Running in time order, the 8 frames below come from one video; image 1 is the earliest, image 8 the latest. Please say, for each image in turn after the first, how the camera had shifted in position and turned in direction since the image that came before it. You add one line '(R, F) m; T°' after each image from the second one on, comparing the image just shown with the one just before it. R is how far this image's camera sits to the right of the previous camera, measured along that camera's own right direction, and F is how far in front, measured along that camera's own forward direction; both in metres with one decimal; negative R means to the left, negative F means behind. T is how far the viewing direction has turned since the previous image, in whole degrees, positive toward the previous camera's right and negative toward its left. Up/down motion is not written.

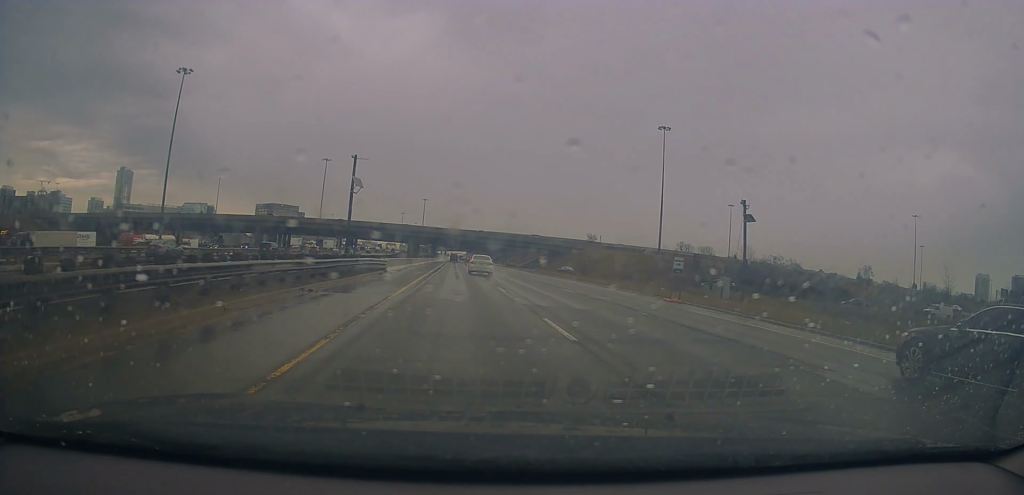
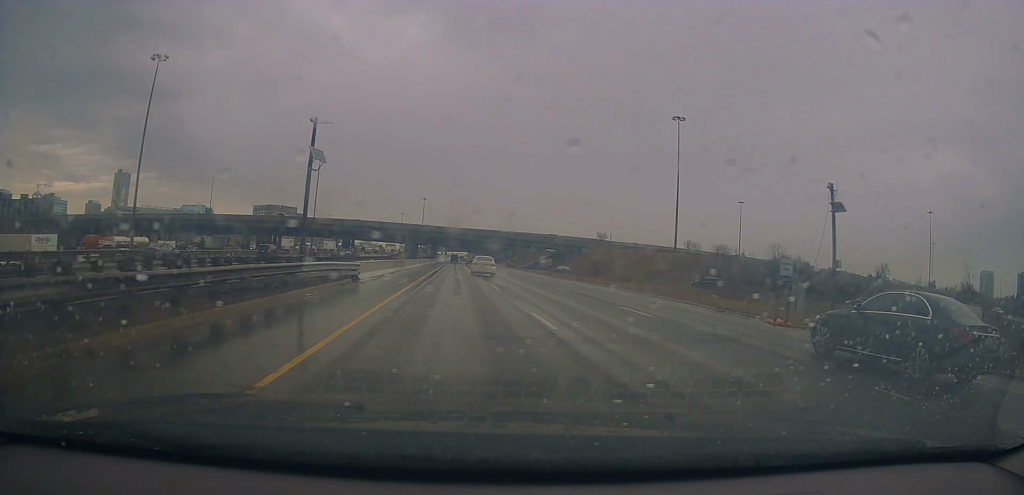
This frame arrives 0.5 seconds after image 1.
(-0.1, +10.7) m; 0°
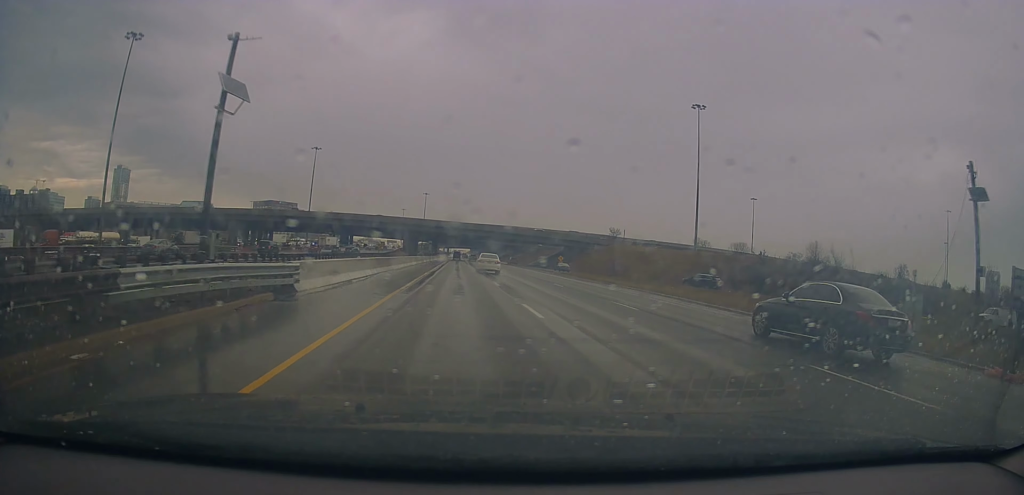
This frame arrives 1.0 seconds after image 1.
(+0.3, +10.7) m; -1°
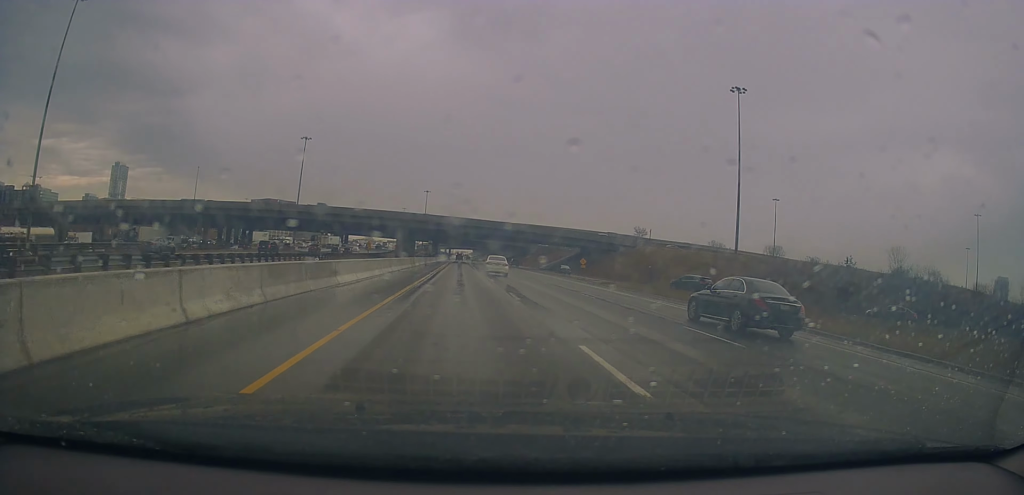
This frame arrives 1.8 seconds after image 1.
(-0.2, +19.0) m; -1°
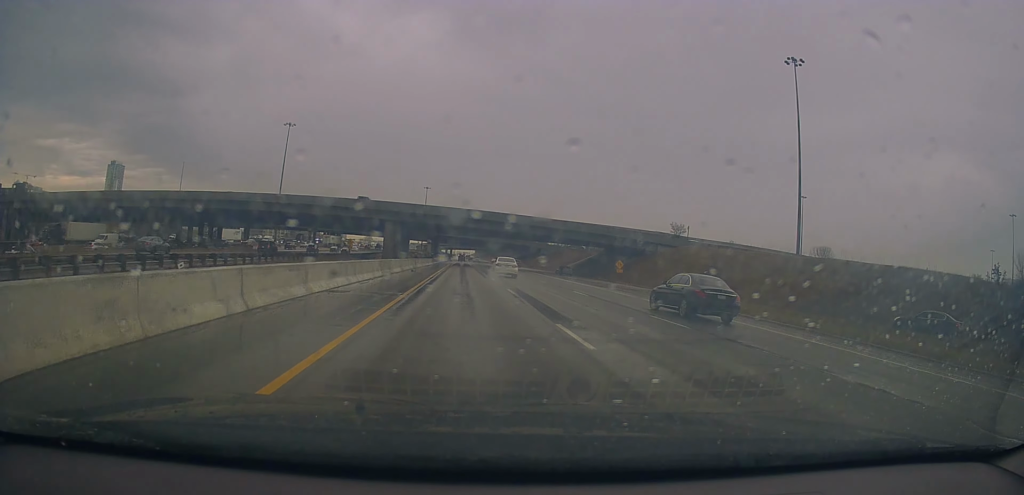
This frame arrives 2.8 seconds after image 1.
(-0.4, +21.5) m; 0°
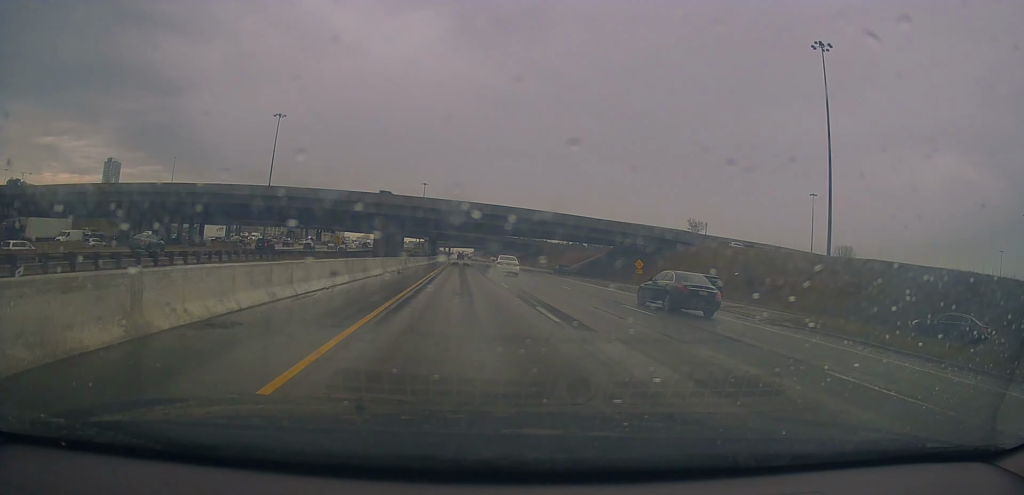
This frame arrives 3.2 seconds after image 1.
(+0.1, +9.3) m; +1°
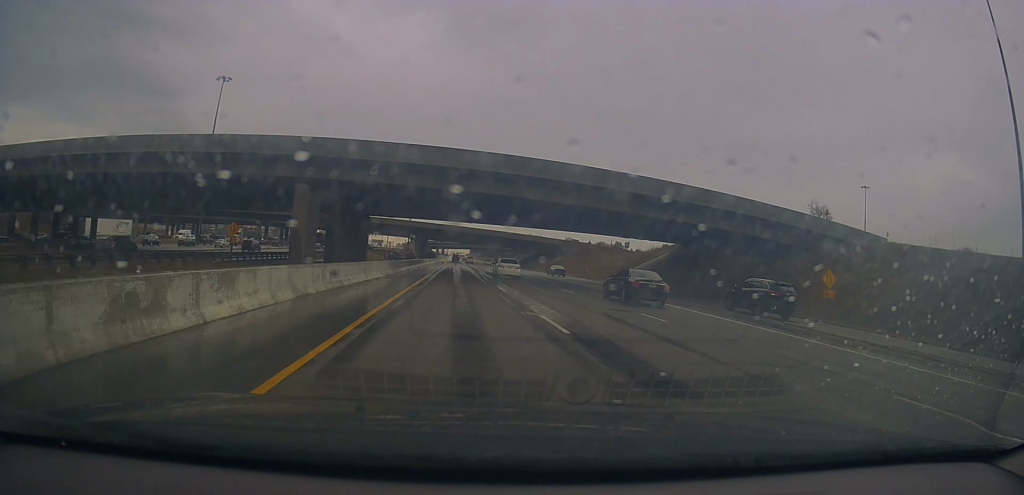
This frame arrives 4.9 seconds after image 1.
(+0.2, +38.3) m; +1°
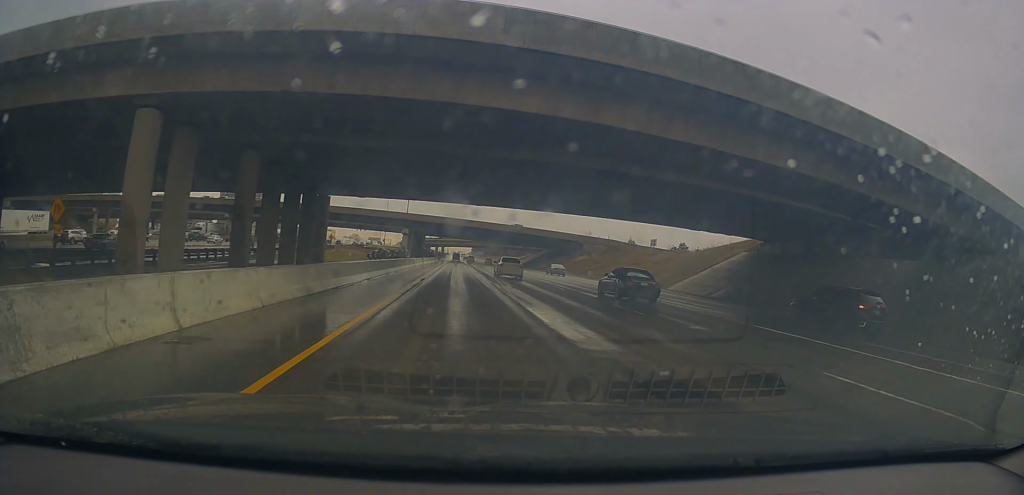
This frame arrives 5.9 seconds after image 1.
(+0.2, +22.9) m; 0°
